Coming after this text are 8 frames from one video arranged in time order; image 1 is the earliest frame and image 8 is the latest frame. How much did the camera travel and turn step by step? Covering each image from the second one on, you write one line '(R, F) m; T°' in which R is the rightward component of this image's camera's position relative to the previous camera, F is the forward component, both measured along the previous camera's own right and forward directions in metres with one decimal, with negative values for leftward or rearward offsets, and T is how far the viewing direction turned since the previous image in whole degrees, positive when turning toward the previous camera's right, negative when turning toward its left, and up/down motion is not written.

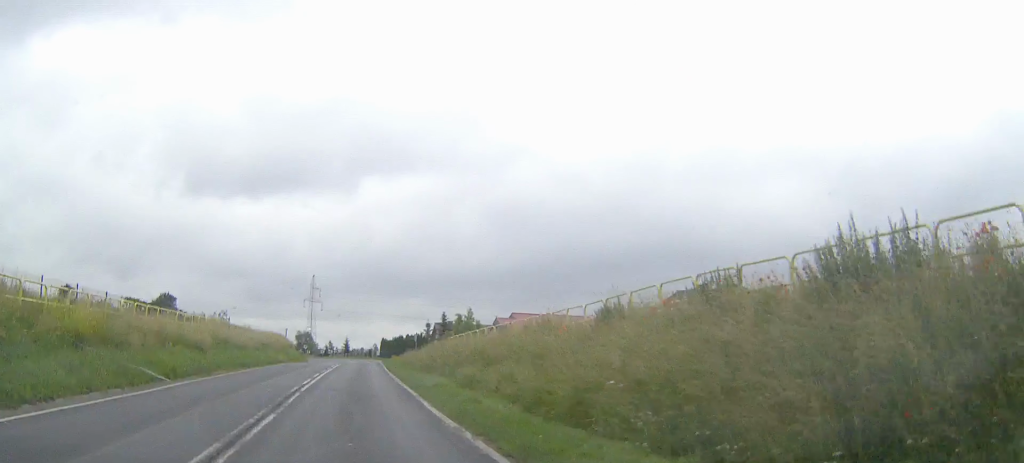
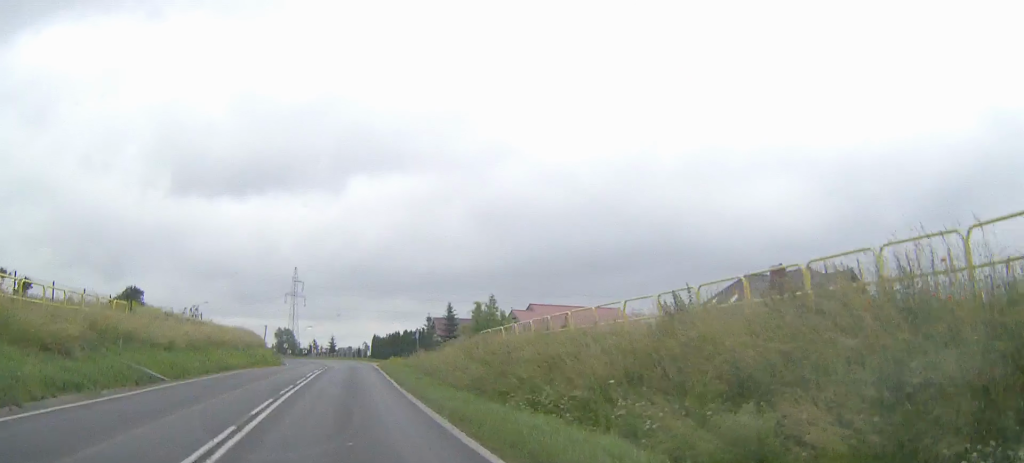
(+0.2, +17.5) m; +1°
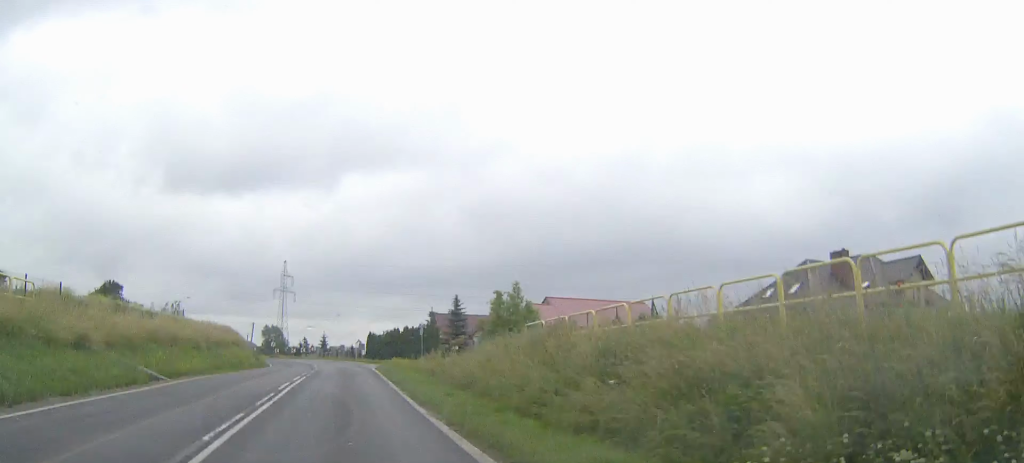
(0.0, +10.3) m; +1°
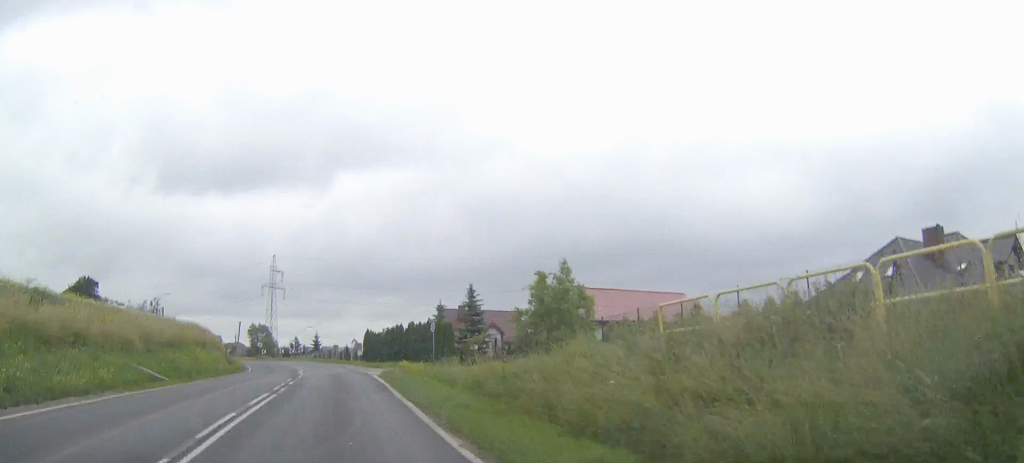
(+0.1, +11.4) m; +1°
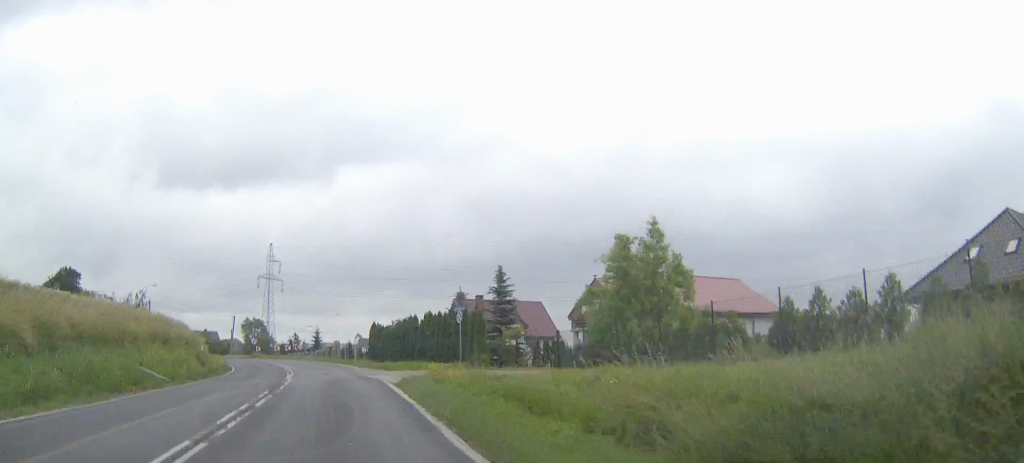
(+0.1, +10.6) m; 0°
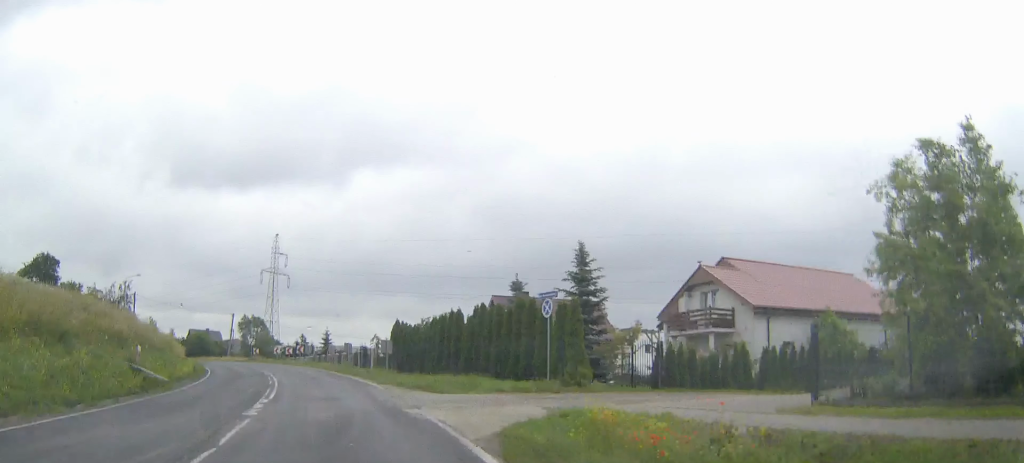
(0.0, +14.8) m; -1°
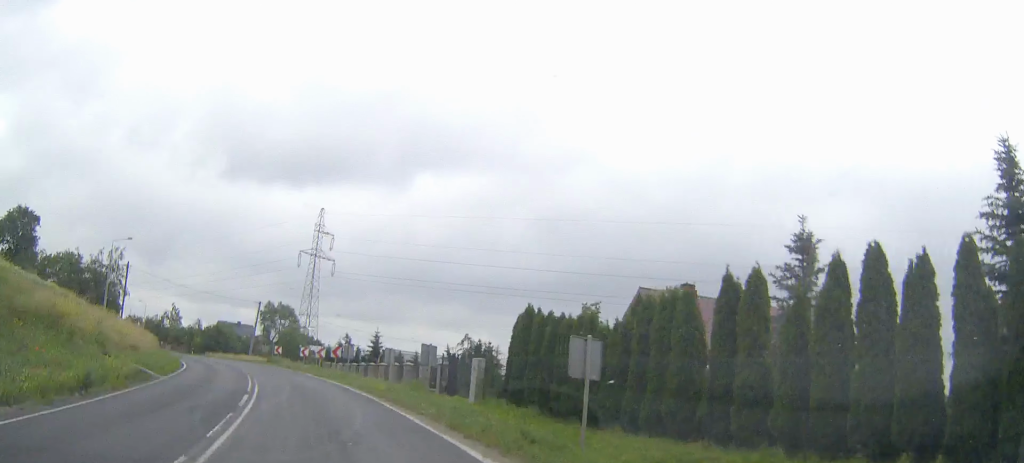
(-0.5, +24.0) m; -3°
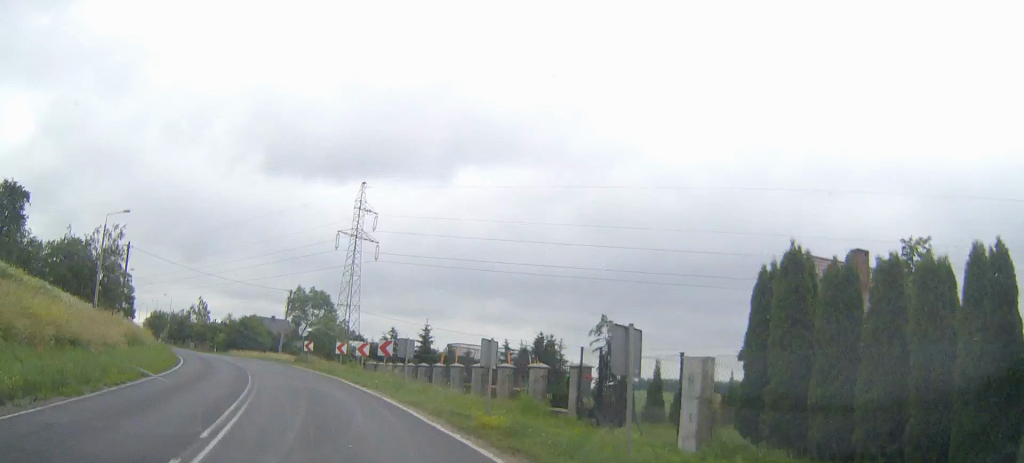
(-0.2, +12.8) m; -3°
